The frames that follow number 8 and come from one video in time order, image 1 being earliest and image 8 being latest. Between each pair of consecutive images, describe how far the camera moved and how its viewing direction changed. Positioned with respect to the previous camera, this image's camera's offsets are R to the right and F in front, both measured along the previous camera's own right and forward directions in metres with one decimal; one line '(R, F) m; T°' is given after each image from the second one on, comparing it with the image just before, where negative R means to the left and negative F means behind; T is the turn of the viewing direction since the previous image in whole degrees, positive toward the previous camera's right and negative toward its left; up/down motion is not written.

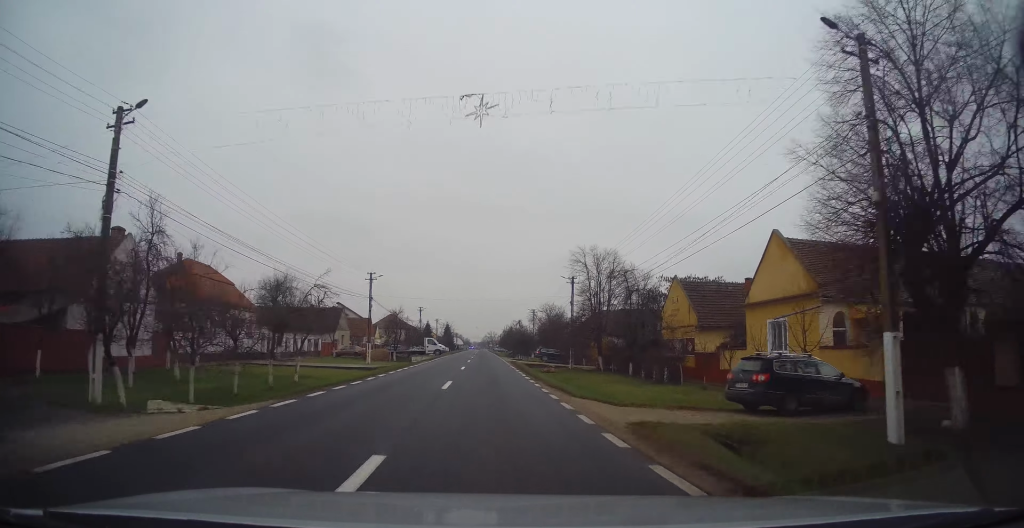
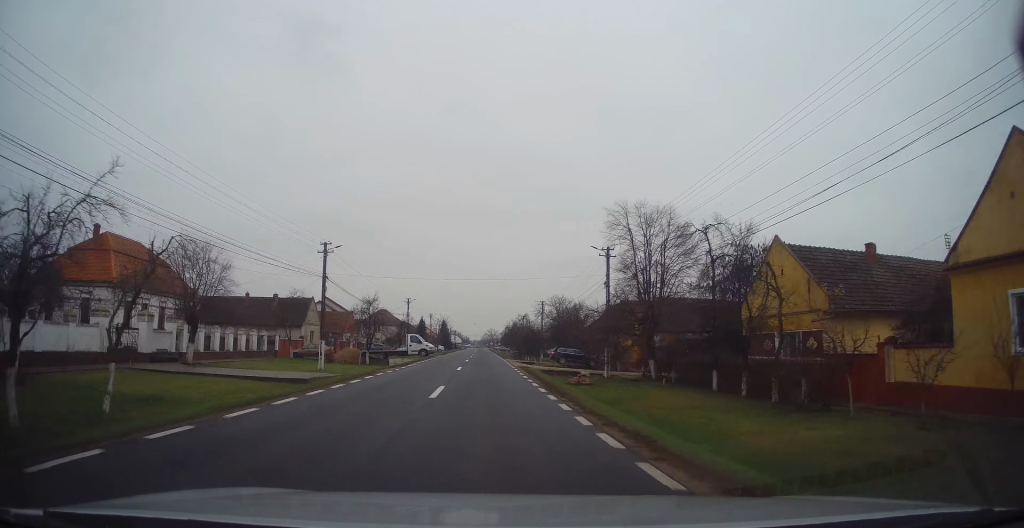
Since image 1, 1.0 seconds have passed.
(+0.1, +13.8) m; -1°
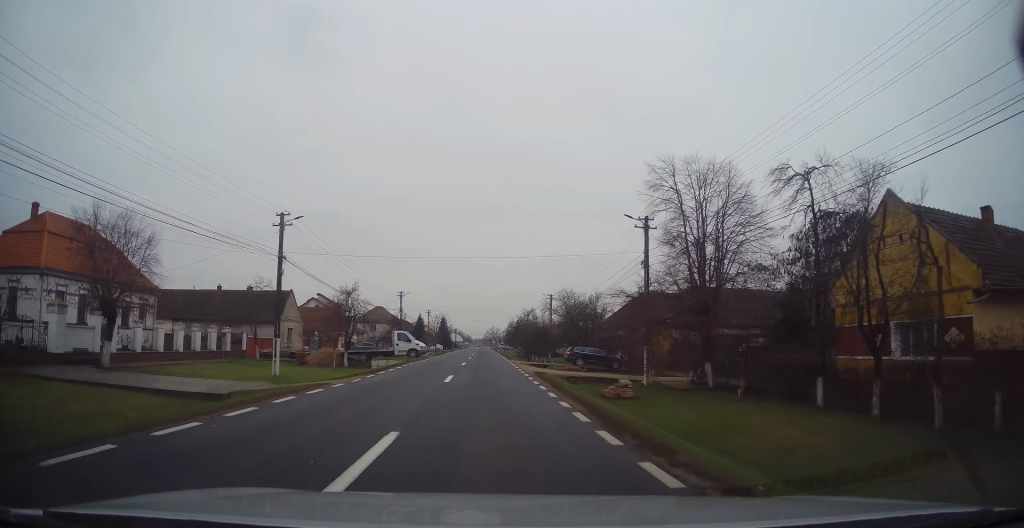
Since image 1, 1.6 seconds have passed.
(-0.4, +8.4) m; 0°
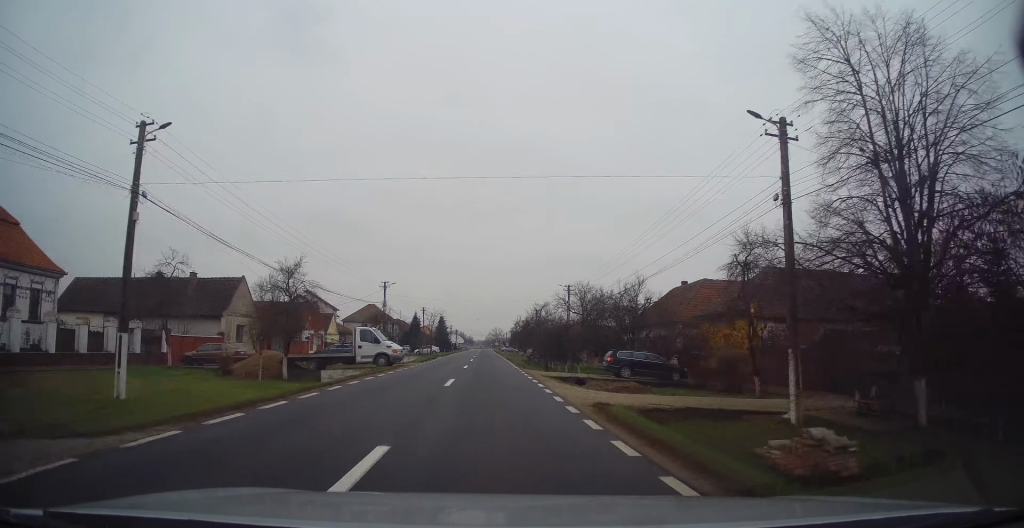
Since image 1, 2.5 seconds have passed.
(+0.5, +12.7) m; 0°
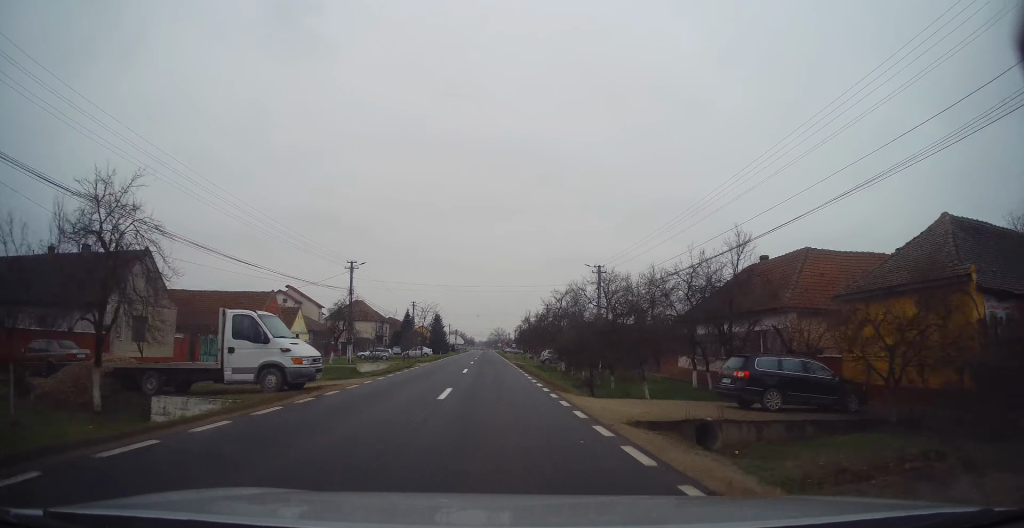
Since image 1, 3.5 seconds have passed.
(-0.4, +14.7) m; -1°
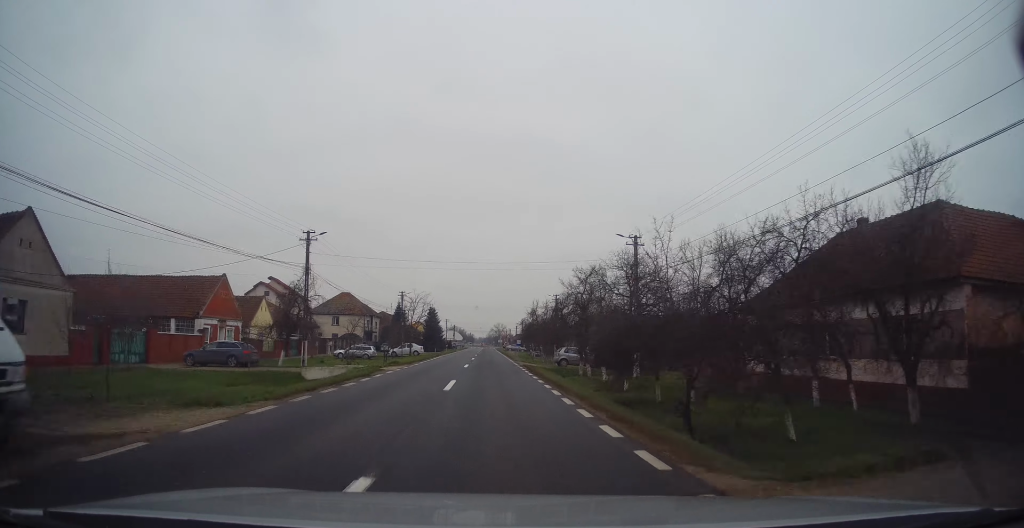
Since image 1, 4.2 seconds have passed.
(0.0, +10.6) m; +1°
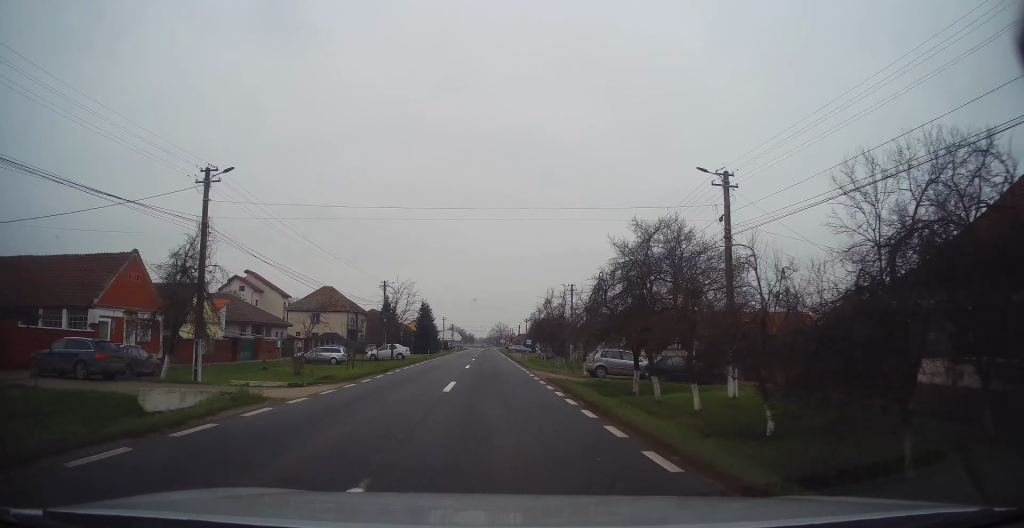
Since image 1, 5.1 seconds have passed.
(+0.3, +12.4) m; +1°
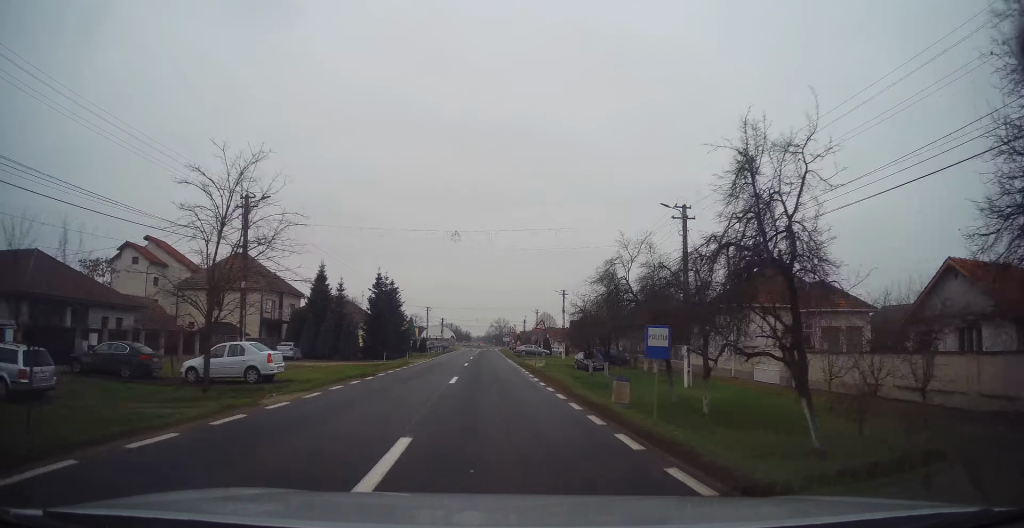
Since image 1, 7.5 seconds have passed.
(-0.2, +33.3) m; -1°
